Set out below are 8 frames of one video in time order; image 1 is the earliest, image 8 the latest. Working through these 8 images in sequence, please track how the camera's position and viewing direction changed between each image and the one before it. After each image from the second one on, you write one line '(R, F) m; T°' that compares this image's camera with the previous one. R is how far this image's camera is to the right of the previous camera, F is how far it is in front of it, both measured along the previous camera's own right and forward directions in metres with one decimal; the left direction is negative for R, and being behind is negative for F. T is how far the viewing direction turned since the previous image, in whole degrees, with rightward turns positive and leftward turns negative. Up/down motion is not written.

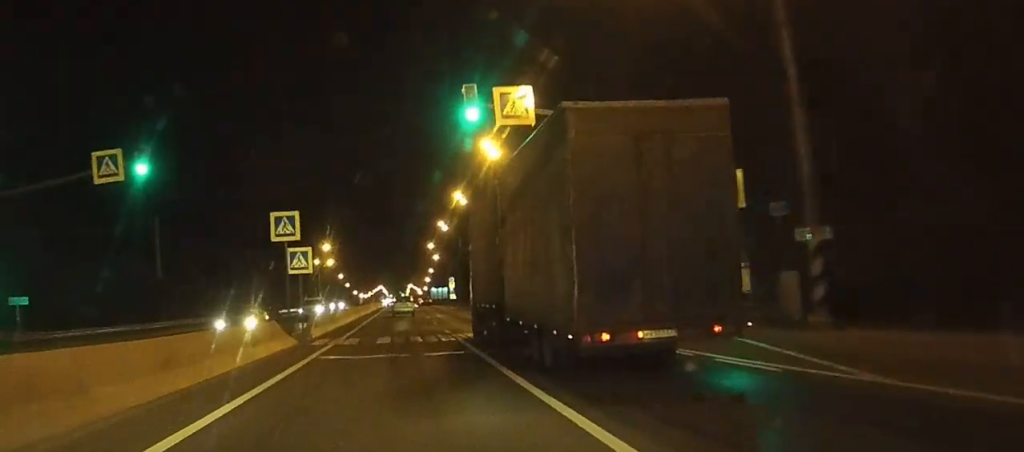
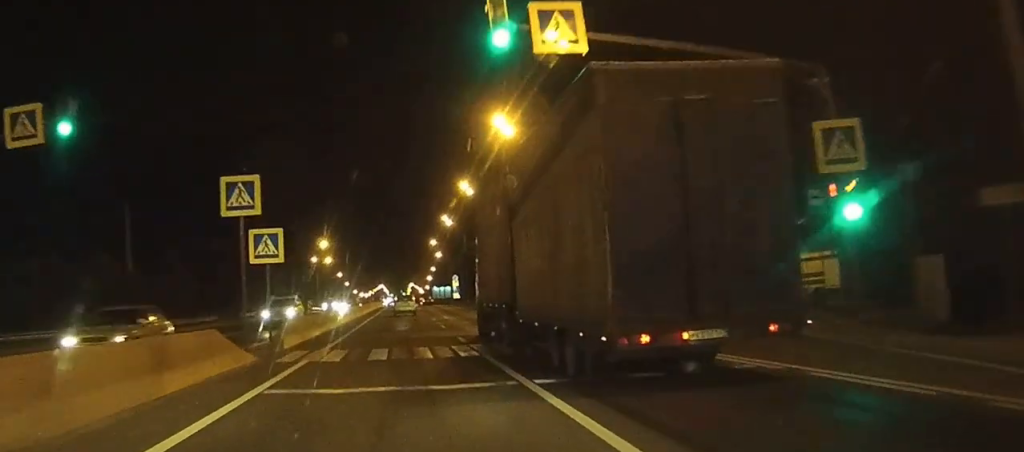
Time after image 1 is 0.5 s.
(0.0, +7.8) m; 0°
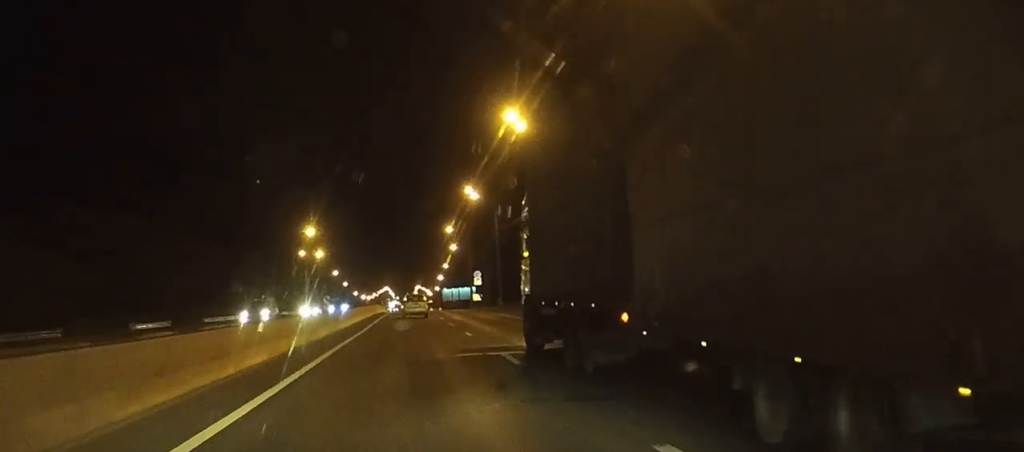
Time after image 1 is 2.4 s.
(-0.1, +32.7) m; 0°
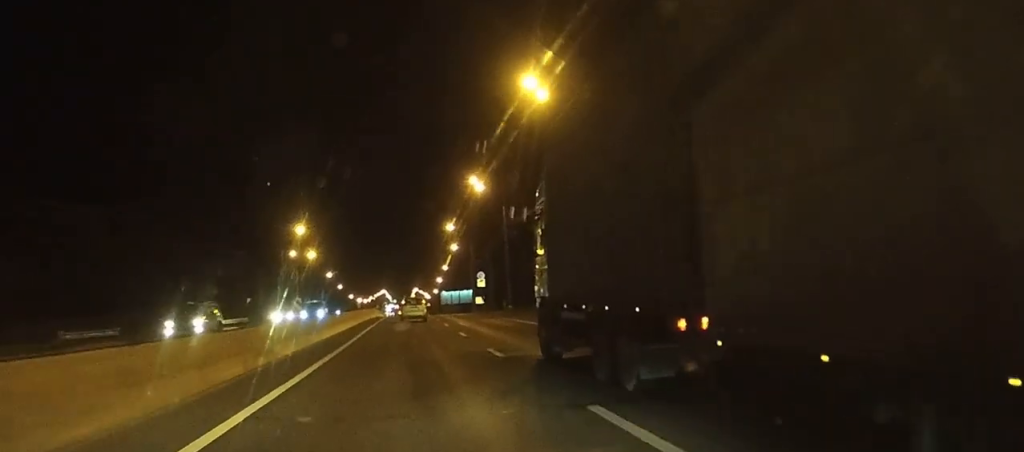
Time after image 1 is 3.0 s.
(0.0, +8.8) m; 0°
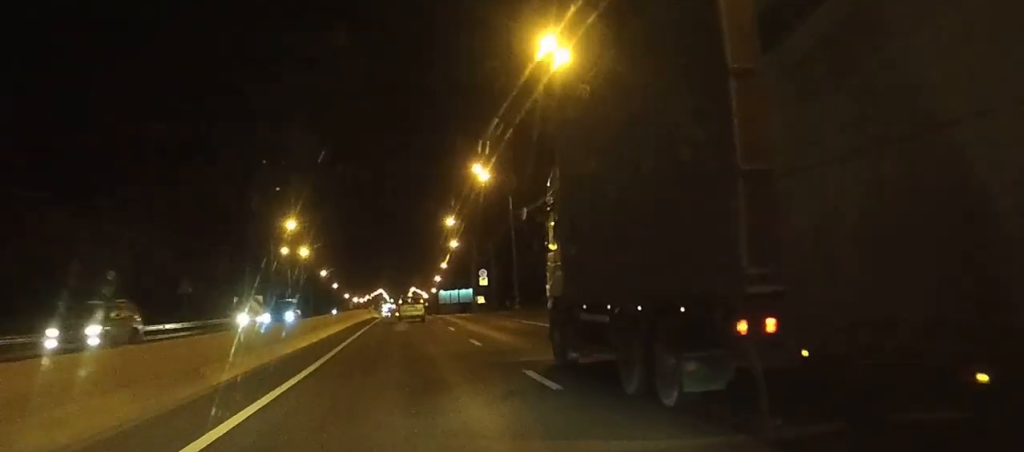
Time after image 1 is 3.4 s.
(0.0, +6.6) m; 0°
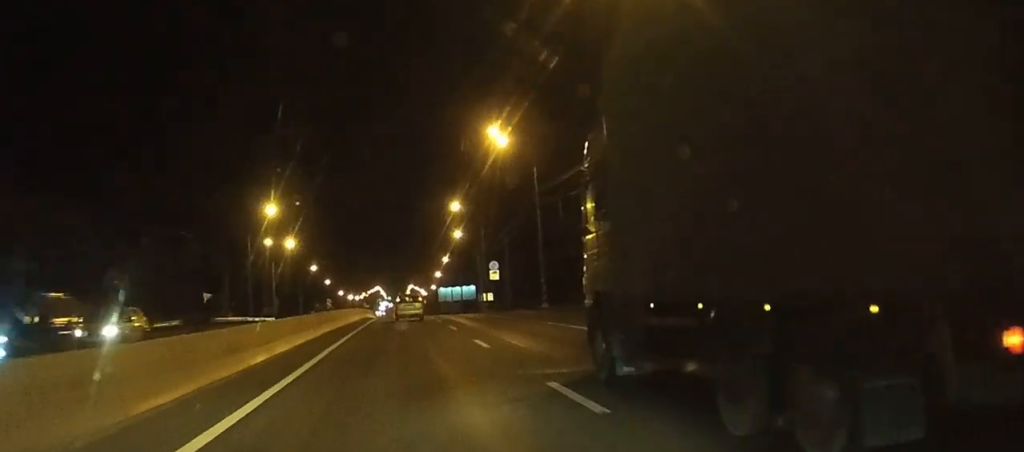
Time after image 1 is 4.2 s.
(0.0, +14.4) m; 0°
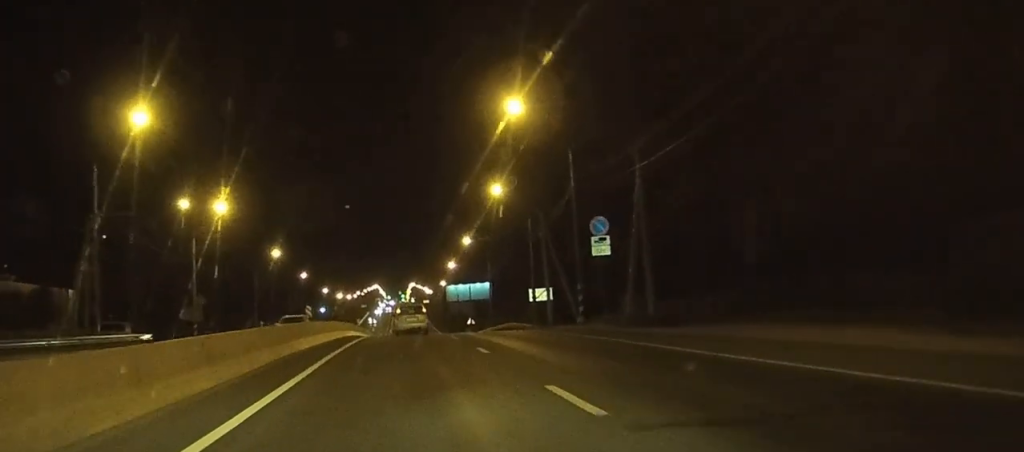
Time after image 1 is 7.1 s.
(0.0, +47.5) m; 0°
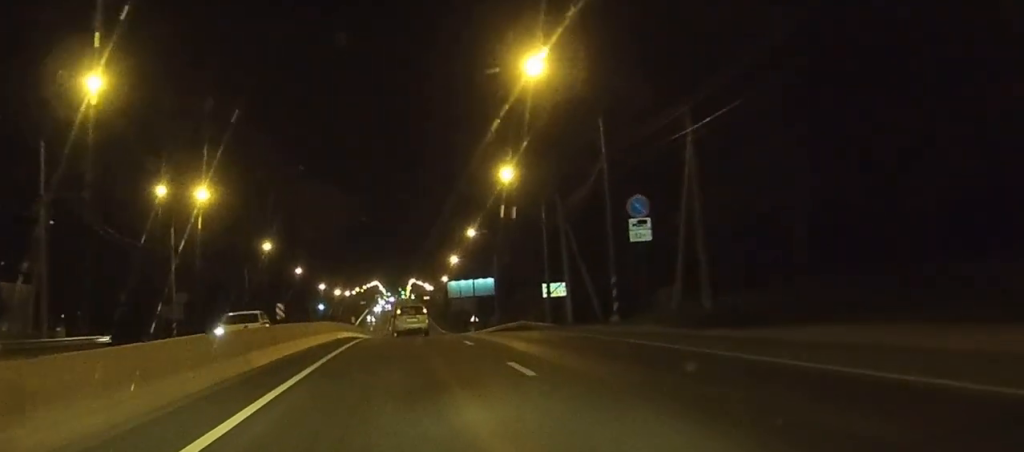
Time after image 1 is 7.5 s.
(0.0, +7.2) m; 0°
